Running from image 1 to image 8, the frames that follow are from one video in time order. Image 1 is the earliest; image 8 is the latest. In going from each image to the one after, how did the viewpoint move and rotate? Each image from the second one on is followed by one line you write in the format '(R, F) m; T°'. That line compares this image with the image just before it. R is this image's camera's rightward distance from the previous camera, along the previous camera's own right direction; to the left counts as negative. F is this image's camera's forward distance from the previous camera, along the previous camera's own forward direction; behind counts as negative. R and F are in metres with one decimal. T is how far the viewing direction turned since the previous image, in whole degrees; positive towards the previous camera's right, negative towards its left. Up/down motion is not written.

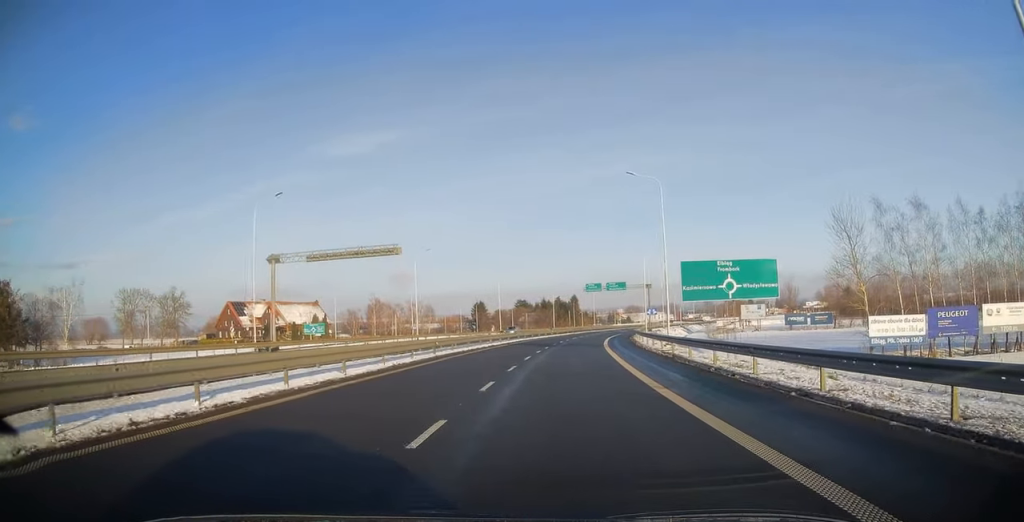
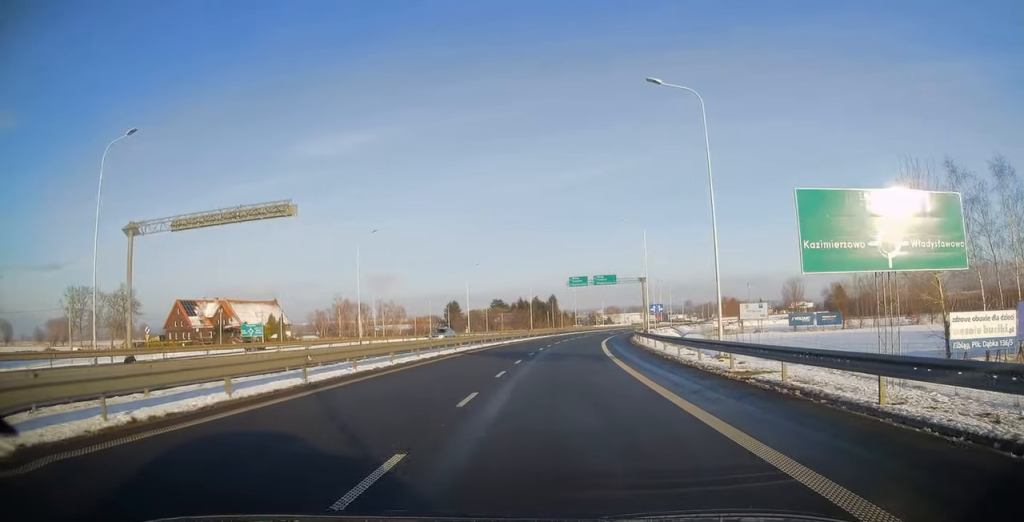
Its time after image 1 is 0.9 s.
(+0.3, +14.4) m; +1°
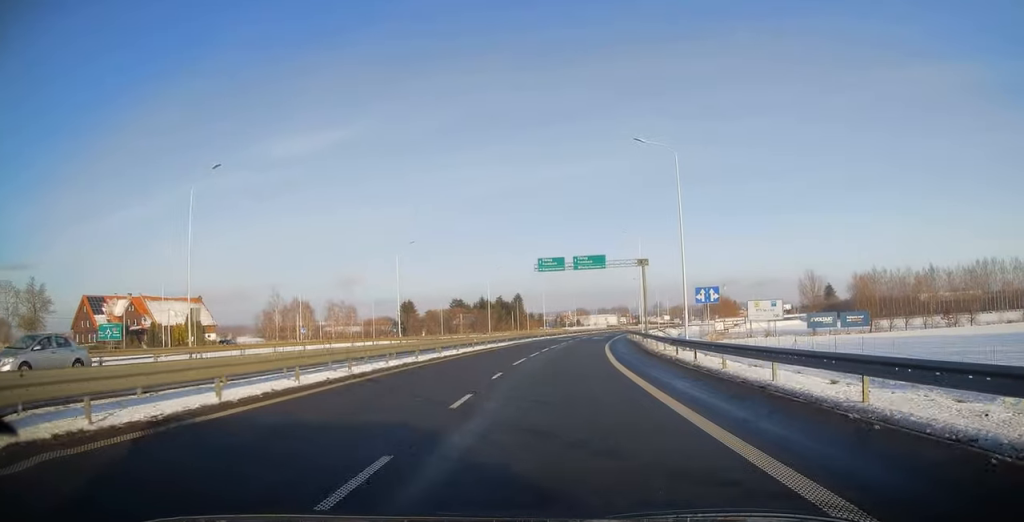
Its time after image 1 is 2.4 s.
(+0.1, +23.9) m; +4°
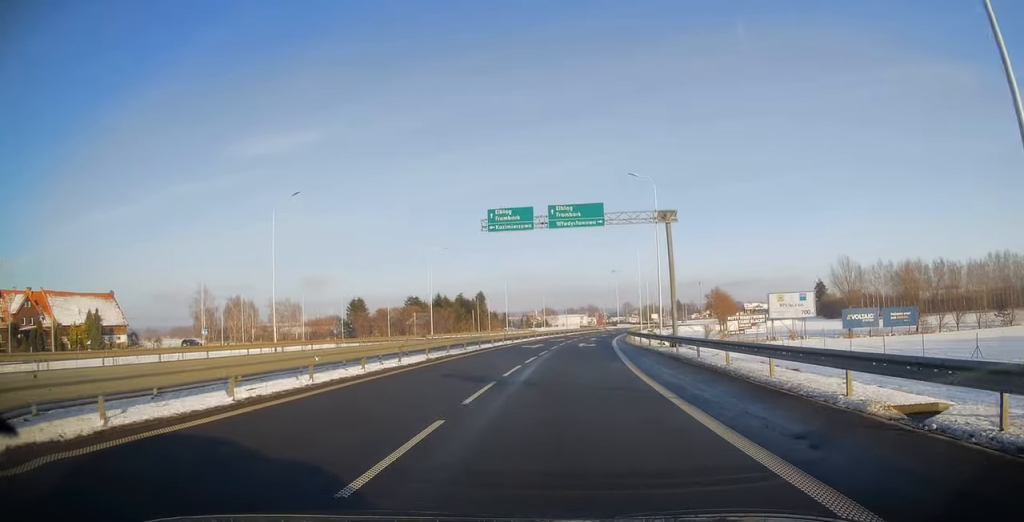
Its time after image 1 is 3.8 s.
(+1.3, +23.3) m; +4°
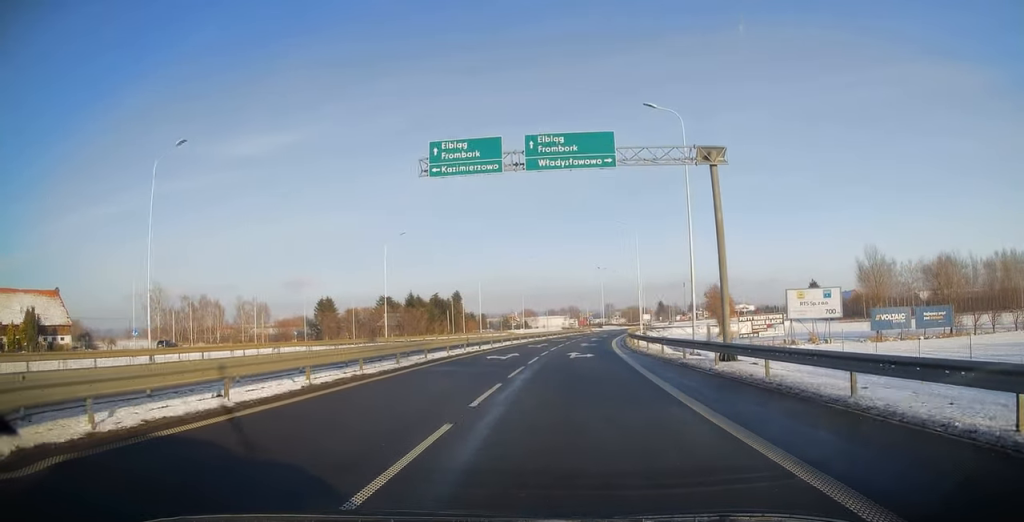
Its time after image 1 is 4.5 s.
(0.0, +12.2) m; +1°
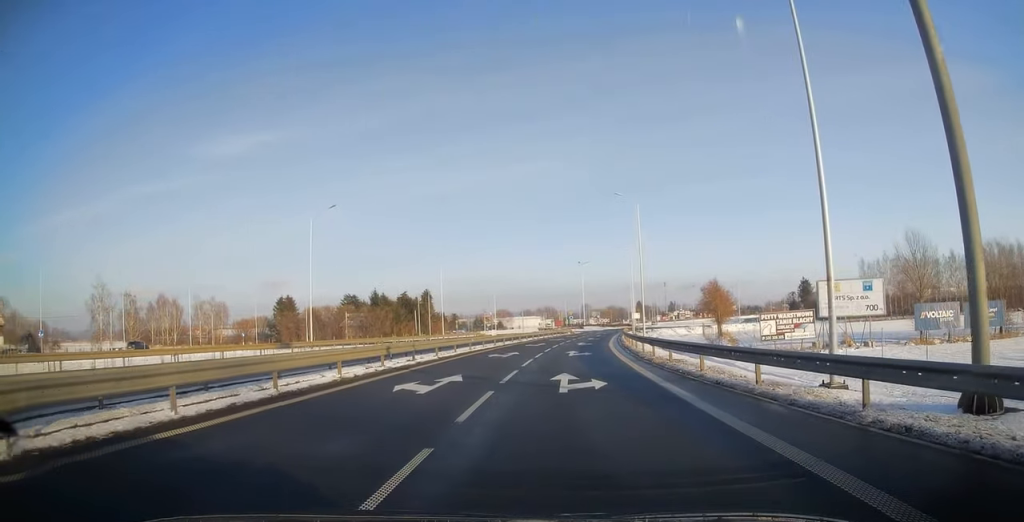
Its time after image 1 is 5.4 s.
(+0.3, +13.5) m; +1°
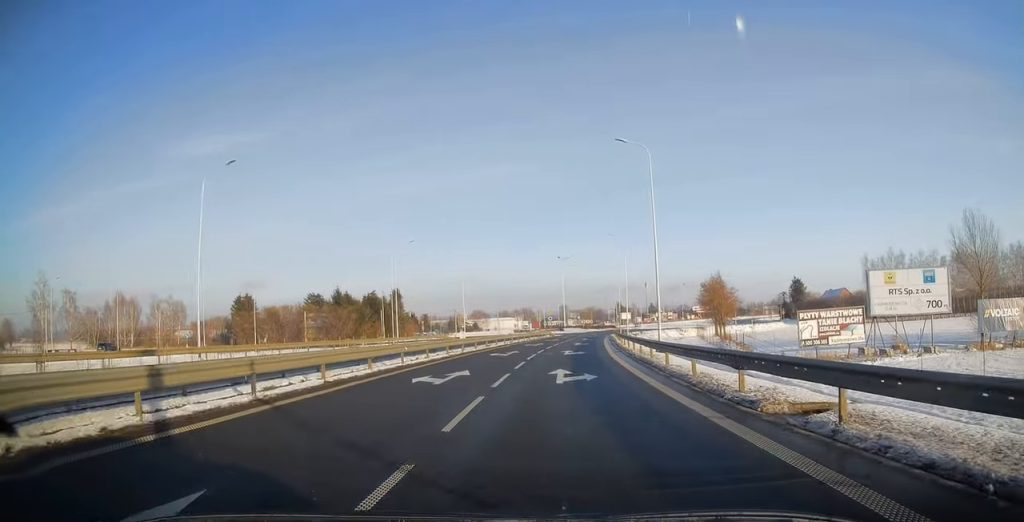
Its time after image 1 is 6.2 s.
(0.0, +12.7) m; +2°
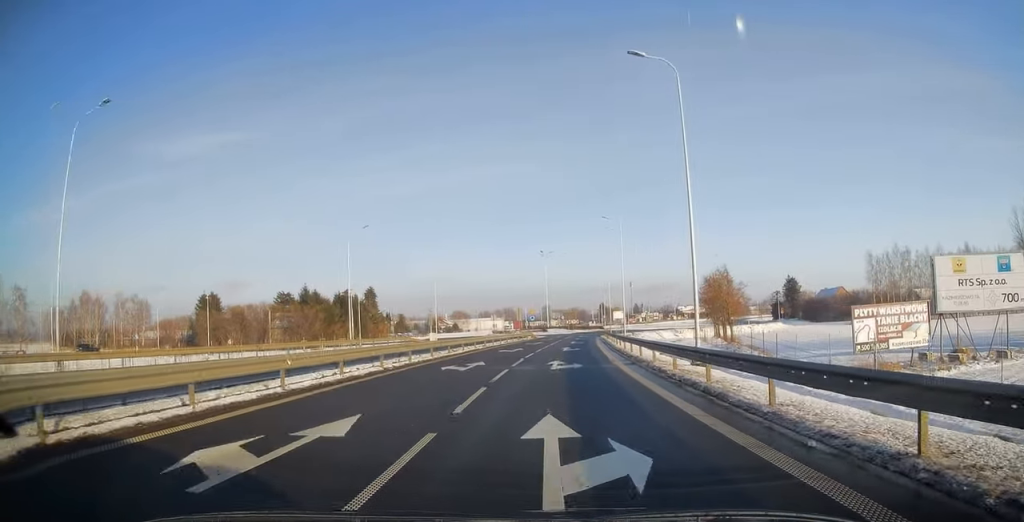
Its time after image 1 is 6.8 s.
(+0.3, +10.0) m; +2°
